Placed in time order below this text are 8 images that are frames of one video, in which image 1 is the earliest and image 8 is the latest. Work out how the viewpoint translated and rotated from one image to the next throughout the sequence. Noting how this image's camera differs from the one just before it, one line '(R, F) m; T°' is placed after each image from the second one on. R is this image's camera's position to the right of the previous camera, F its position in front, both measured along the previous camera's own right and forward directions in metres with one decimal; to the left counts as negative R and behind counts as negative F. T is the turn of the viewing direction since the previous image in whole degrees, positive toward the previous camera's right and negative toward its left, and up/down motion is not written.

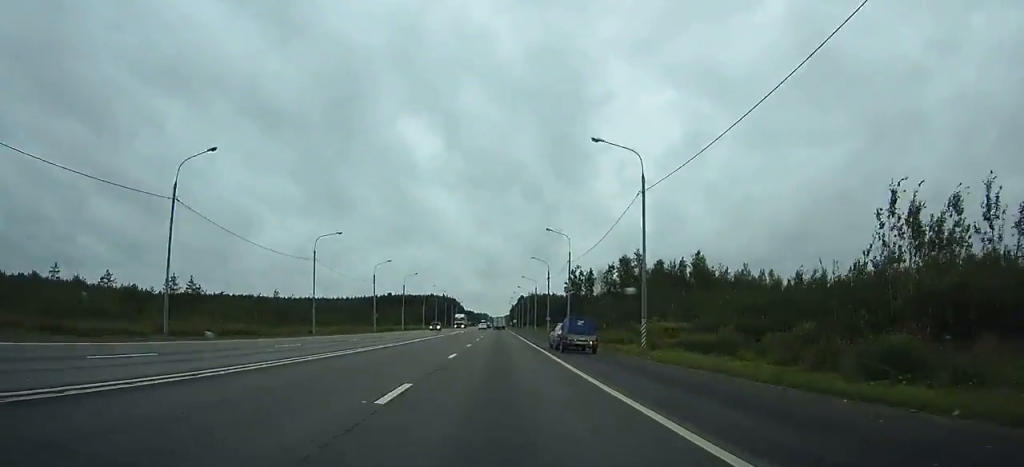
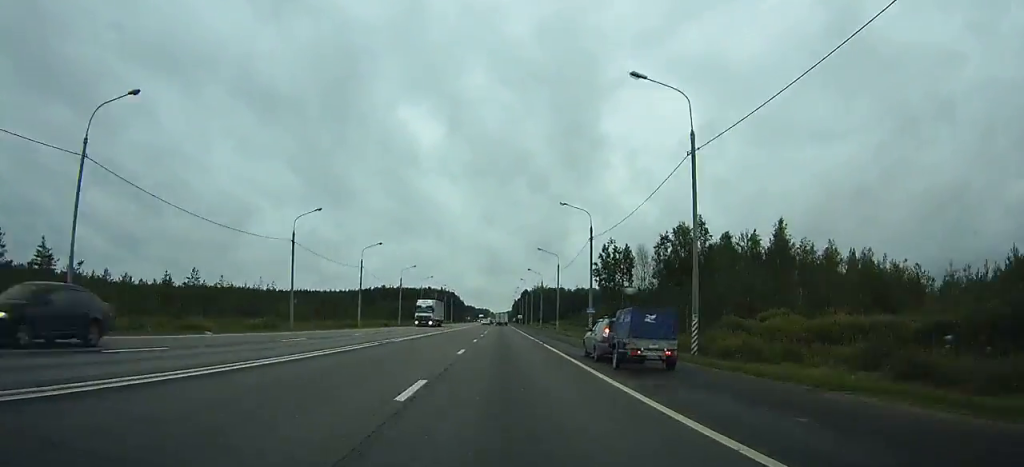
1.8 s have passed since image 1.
(+0.1, +39.3) m; 0°
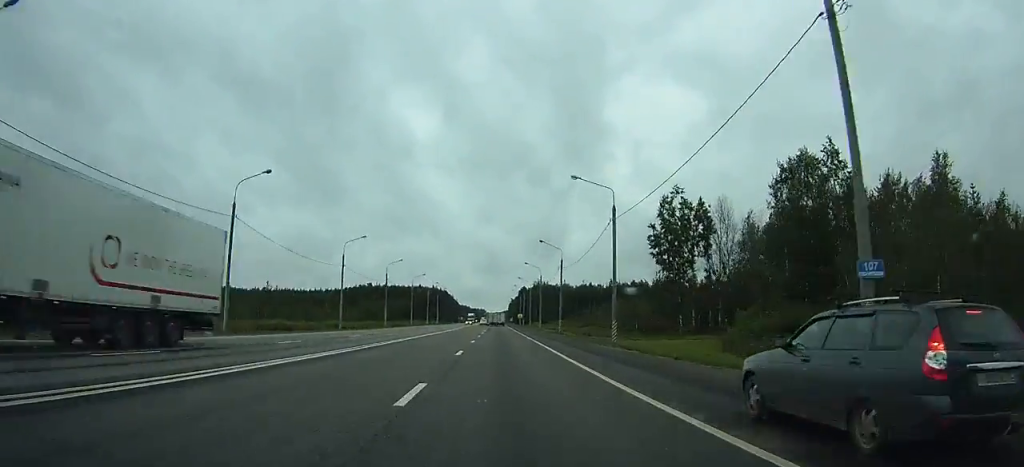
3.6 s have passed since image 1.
(-0.1, +38.1) m; 0°
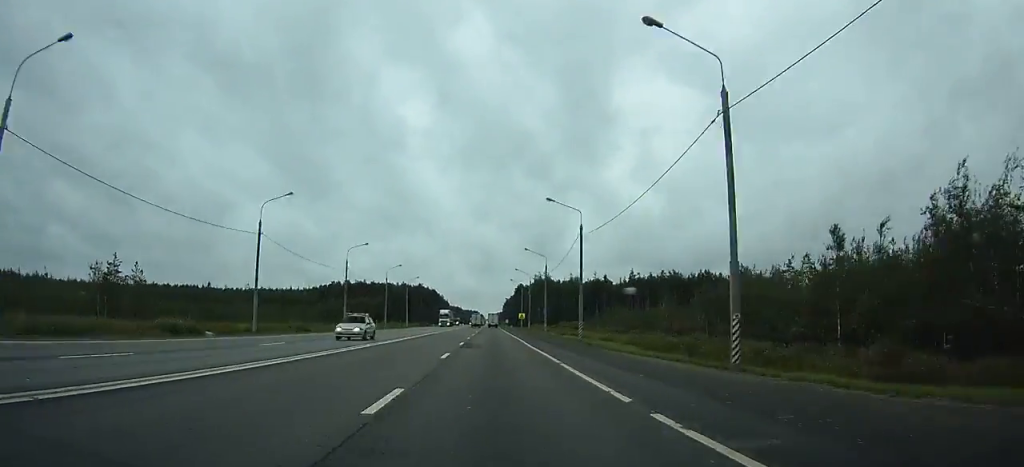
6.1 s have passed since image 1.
(+0.1, +50.4) m; +1°
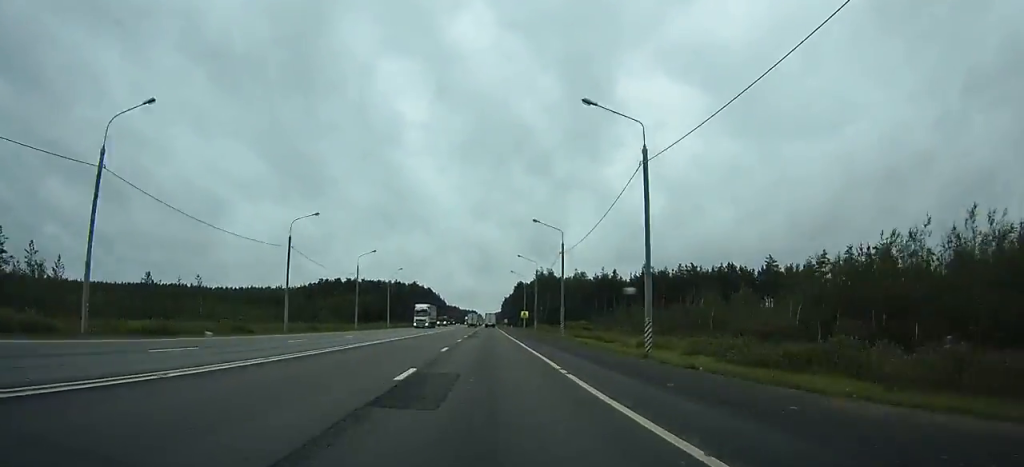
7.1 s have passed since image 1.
(+0.1, +20.0) m; 0°
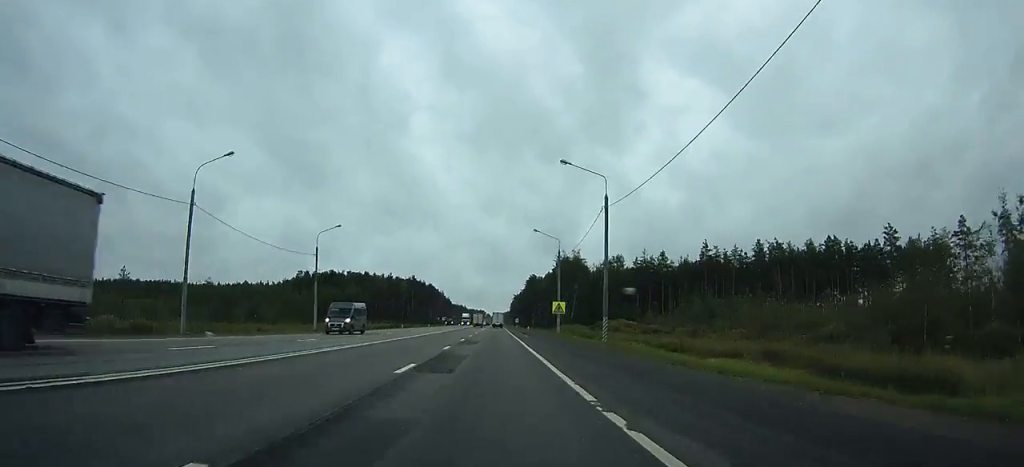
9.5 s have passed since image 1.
(+0.3, +47.3) m; 0°
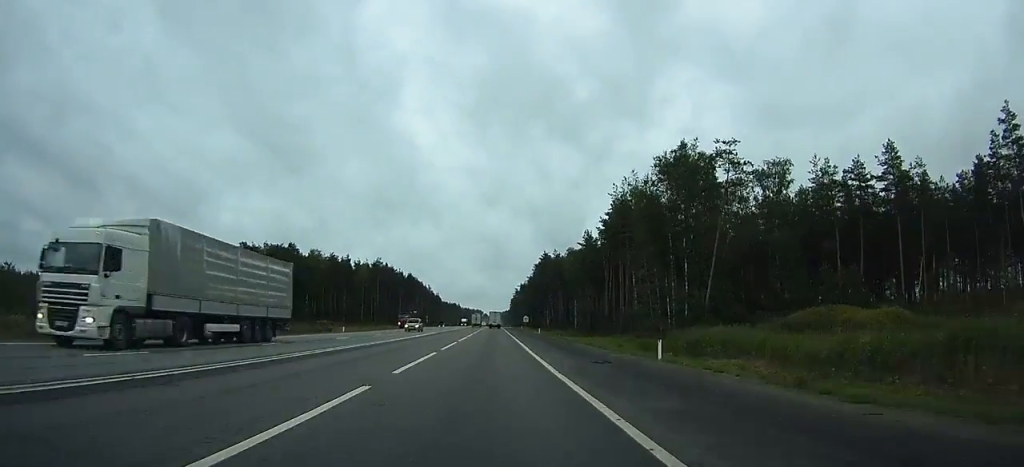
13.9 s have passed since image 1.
(-0.9, +88.4) m; -1°
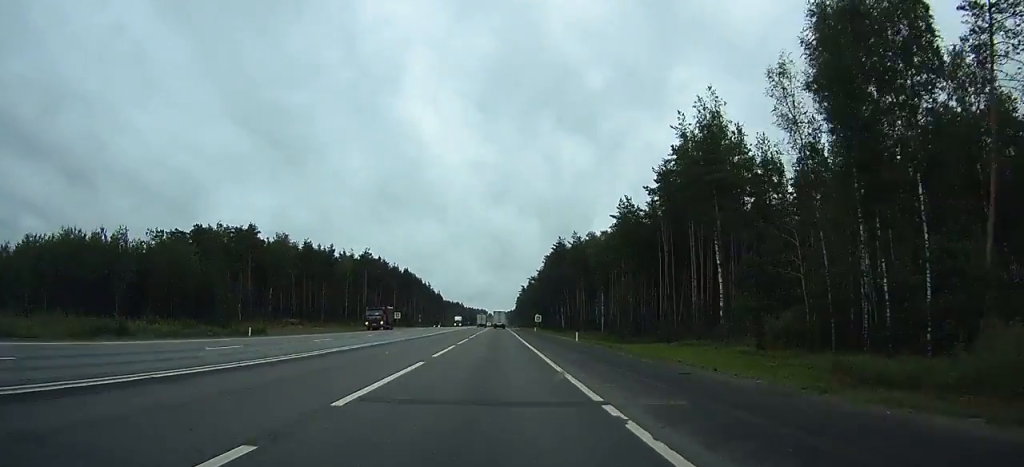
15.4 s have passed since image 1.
(-0.1, +29.3) m; 0°
